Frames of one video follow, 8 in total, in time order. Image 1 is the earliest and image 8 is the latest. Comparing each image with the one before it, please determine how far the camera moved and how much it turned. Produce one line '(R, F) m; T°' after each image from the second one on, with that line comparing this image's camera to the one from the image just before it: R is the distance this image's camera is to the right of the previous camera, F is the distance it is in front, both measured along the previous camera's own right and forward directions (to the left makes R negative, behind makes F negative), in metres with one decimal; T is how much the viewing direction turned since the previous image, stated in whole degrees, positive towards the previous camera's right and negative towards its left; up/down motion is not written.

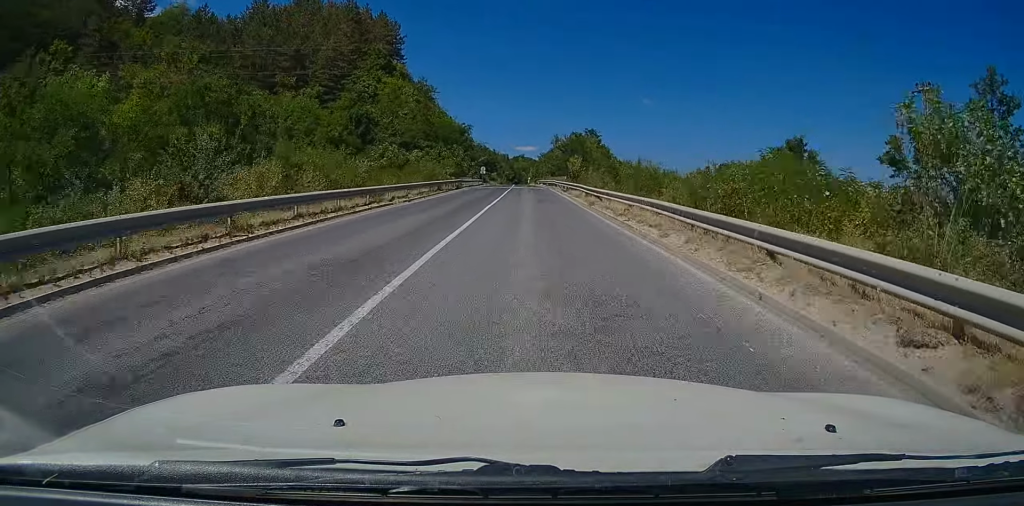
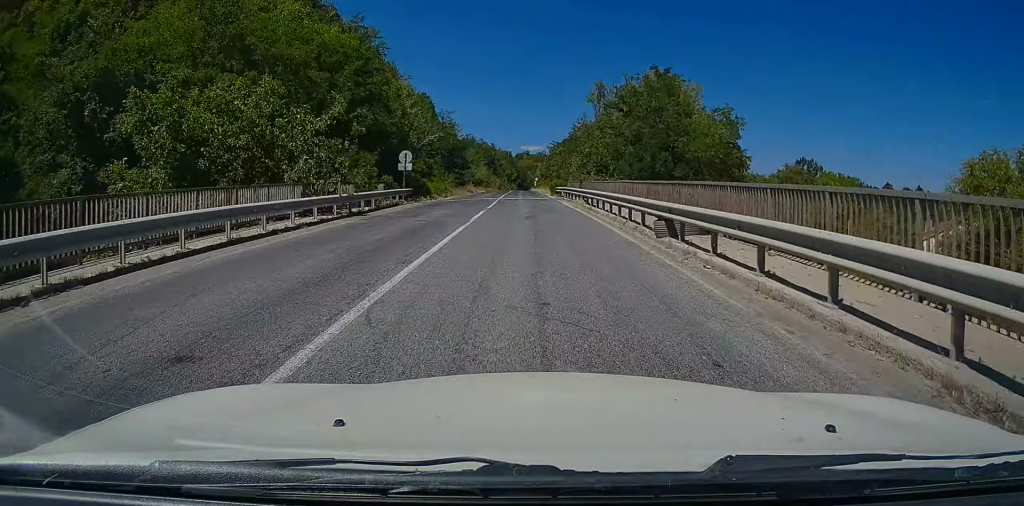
(-0.6, +67.4) m; -1°
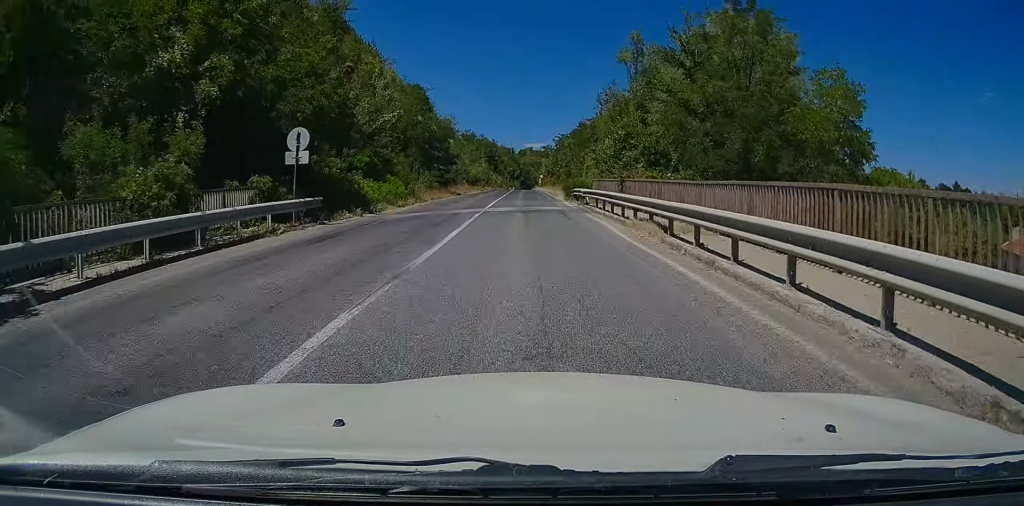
(+0.3, +17.1) m; 0°
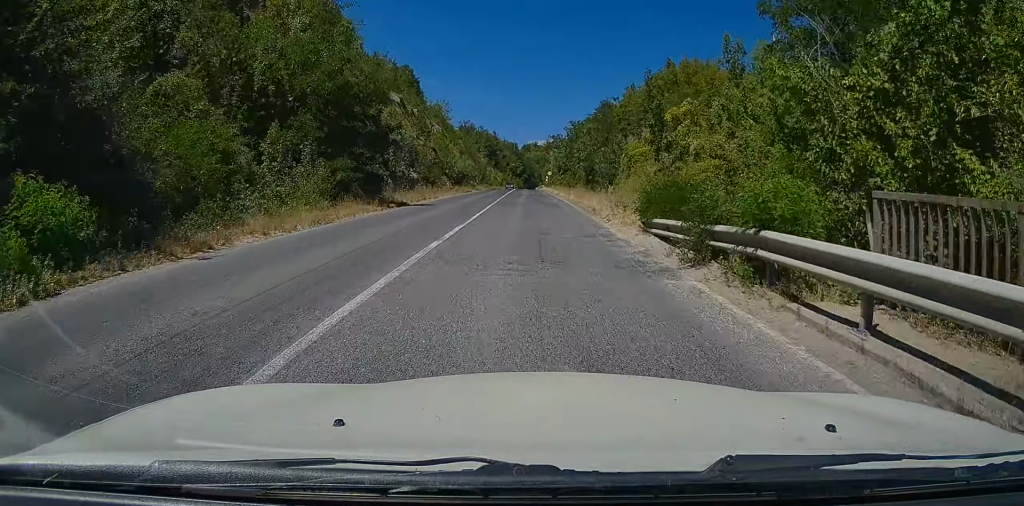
(-0.2, +26.2) m; 0°
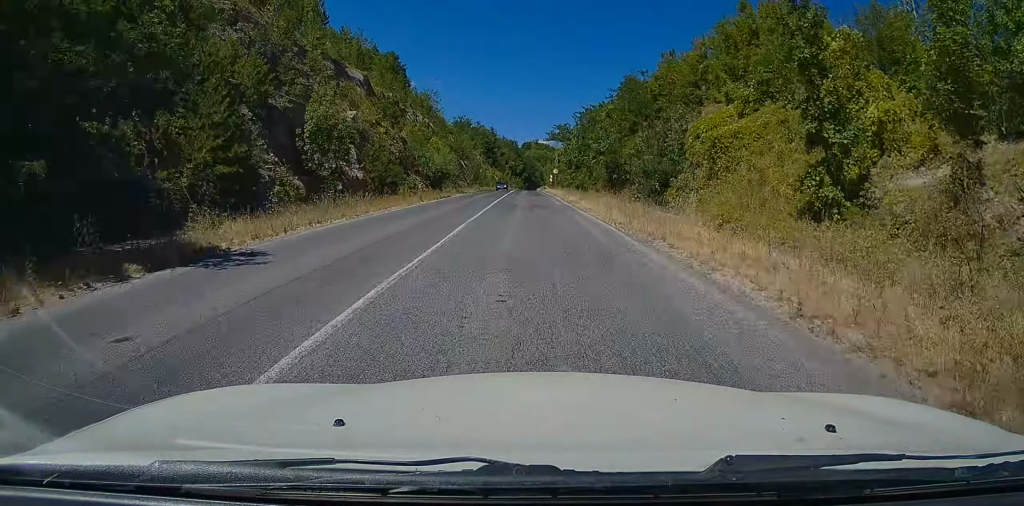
(+0.1, +19.0) m; 0°
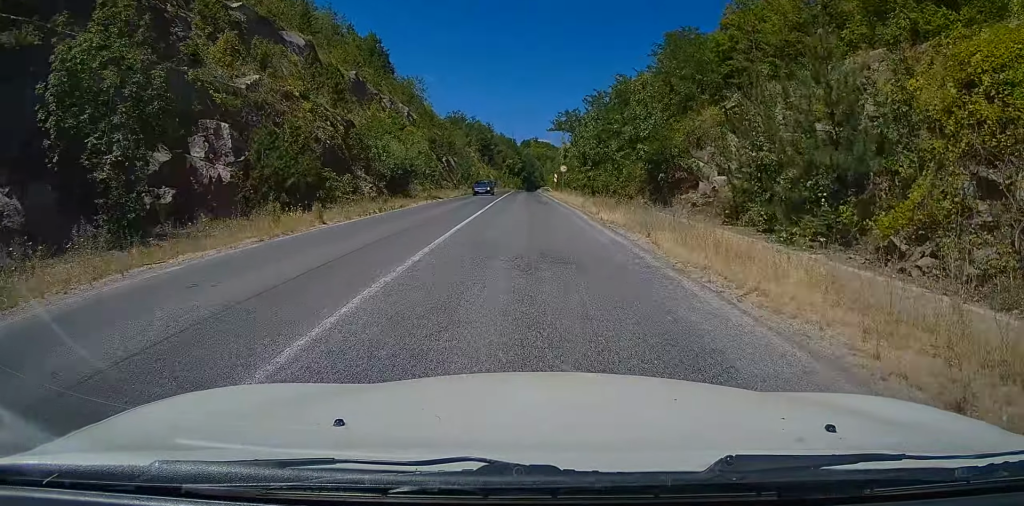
(0.0, +17.6) m; 0°
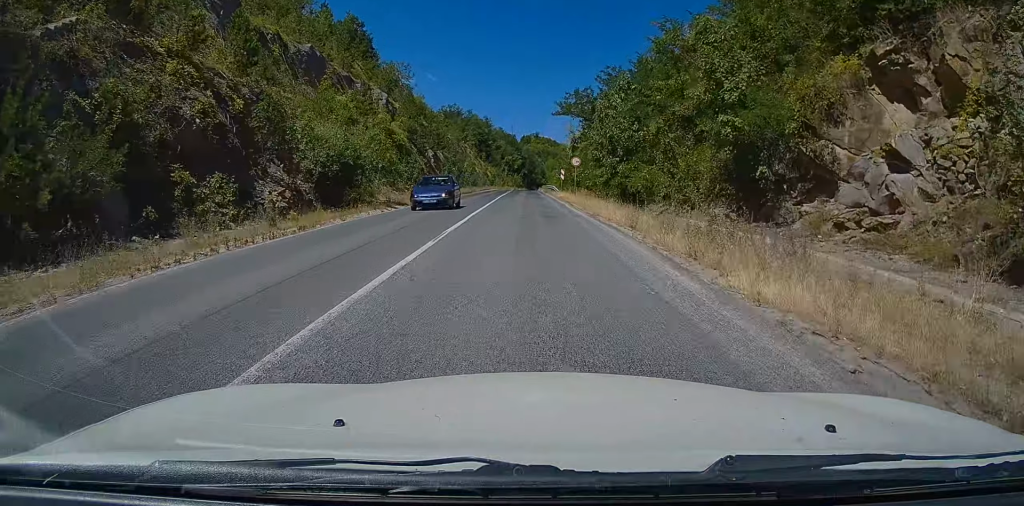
(0.0, +13.8) m; -1°
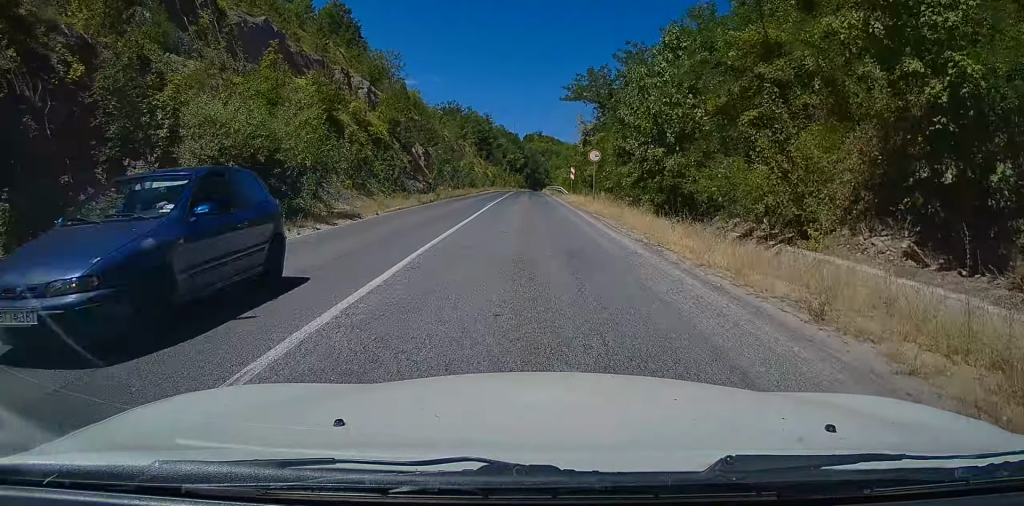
(-0.1, +10.0) m; 0°
